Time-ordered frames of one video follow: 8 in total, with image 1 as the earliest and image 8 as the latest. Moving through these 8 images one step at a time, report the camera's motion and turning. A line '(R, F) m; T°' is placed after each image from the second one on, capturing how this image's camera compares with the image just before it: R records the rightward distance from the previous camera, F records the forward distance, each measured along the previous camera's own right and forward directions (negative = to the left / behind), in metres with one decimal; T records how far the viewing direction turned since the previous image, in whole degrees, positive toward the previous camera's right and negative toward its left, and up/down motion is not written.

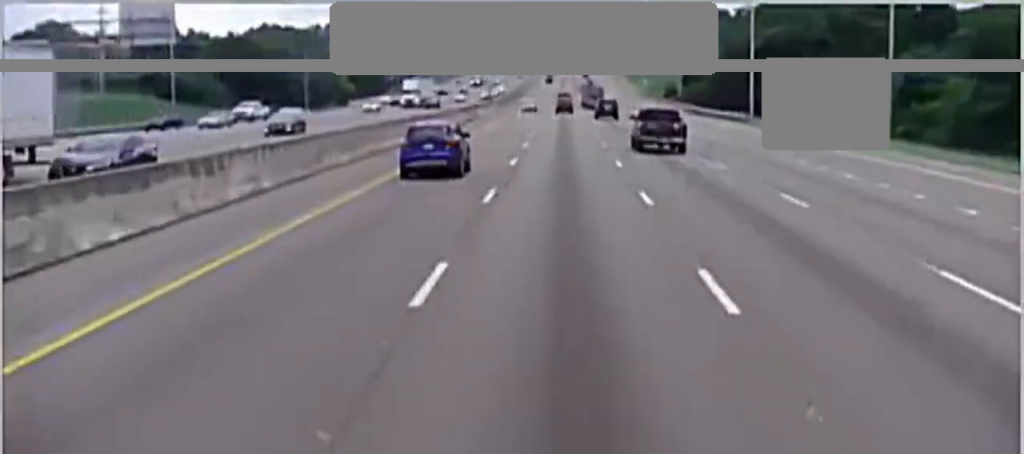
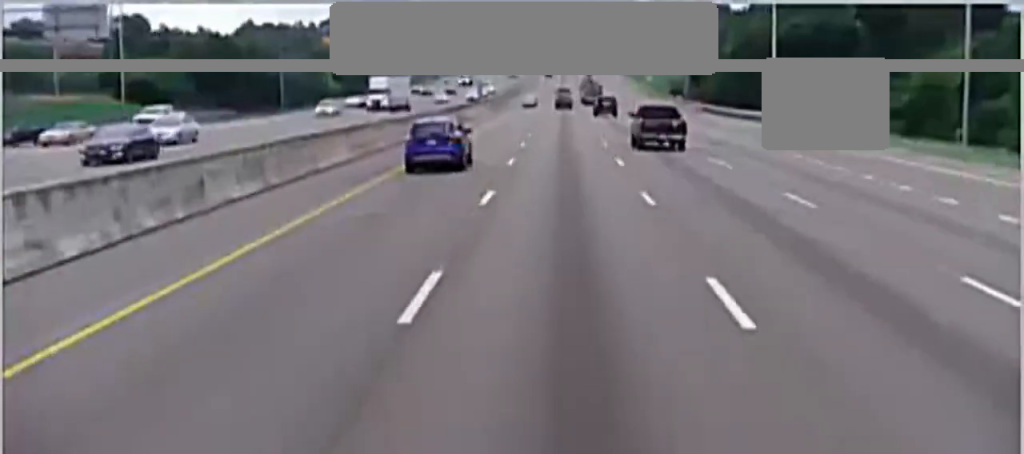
(0.0, +13.2) m; 0°
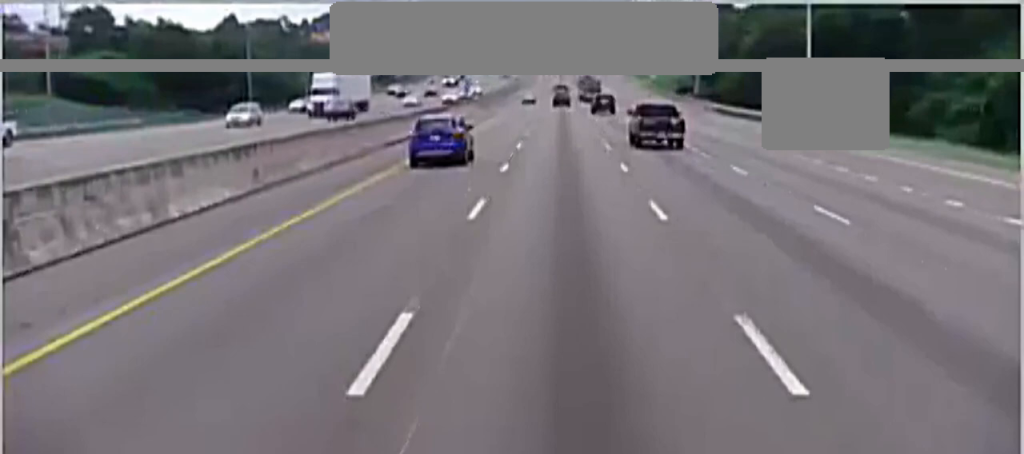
(-0.1, +15.1) m; 0°
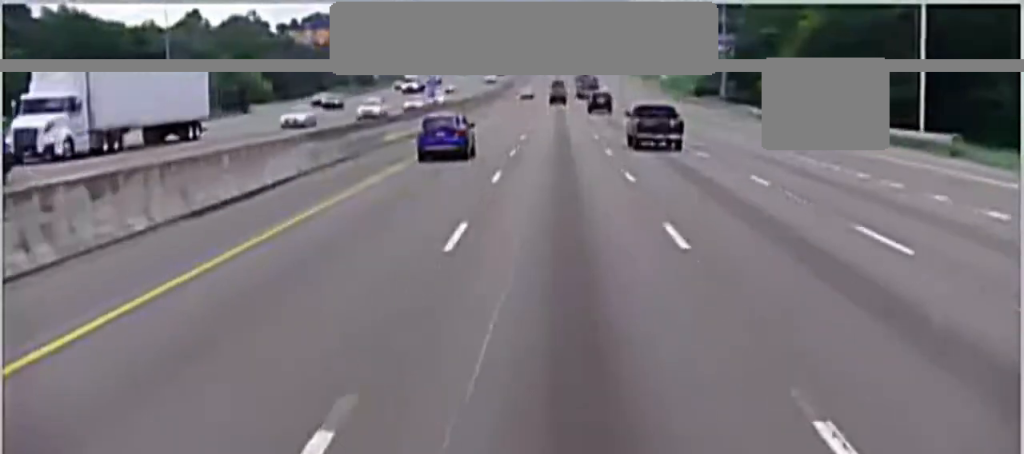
(0.0, +28.3) m; 0°
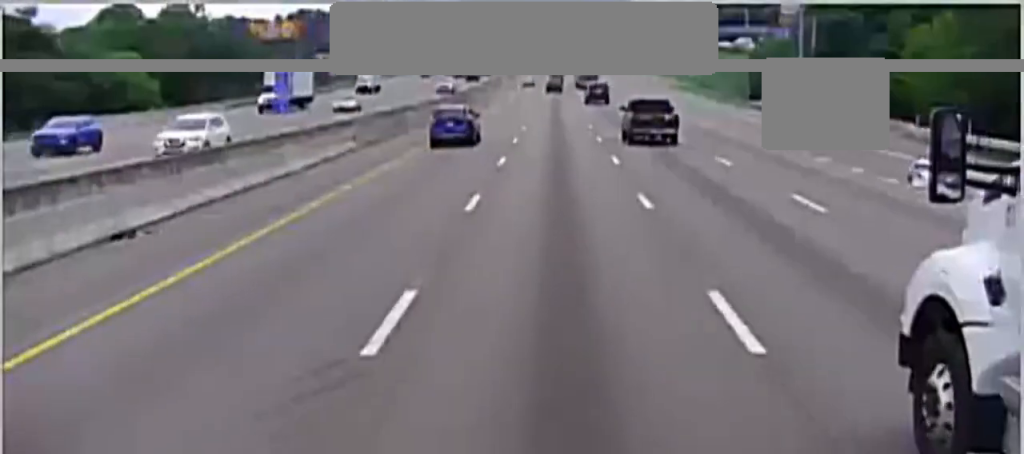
(+0.1, +43.4) m; 0°
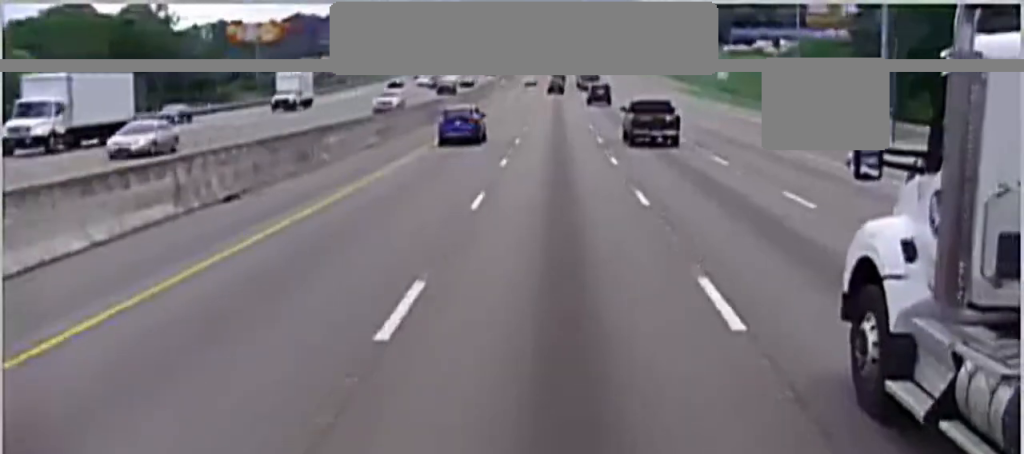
(-0.1, +23.2) m; 0°
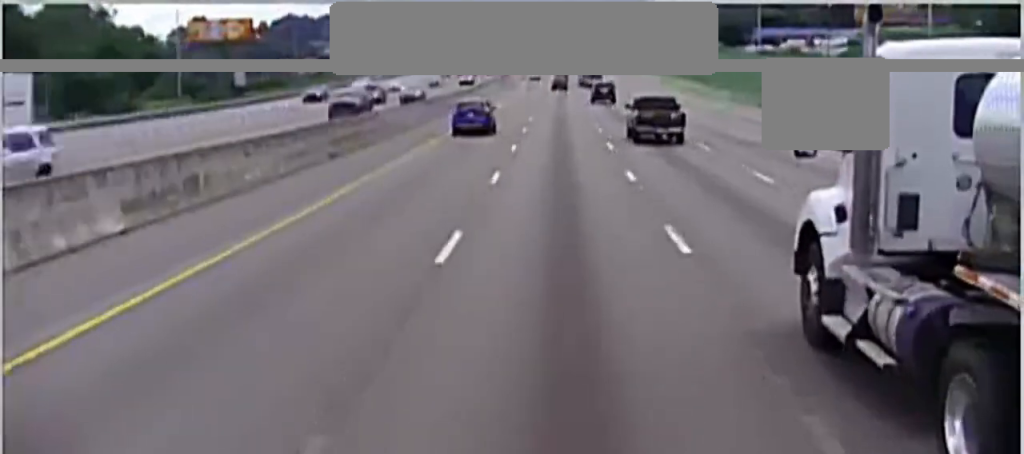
(+0.1, +31.2) m; 0°
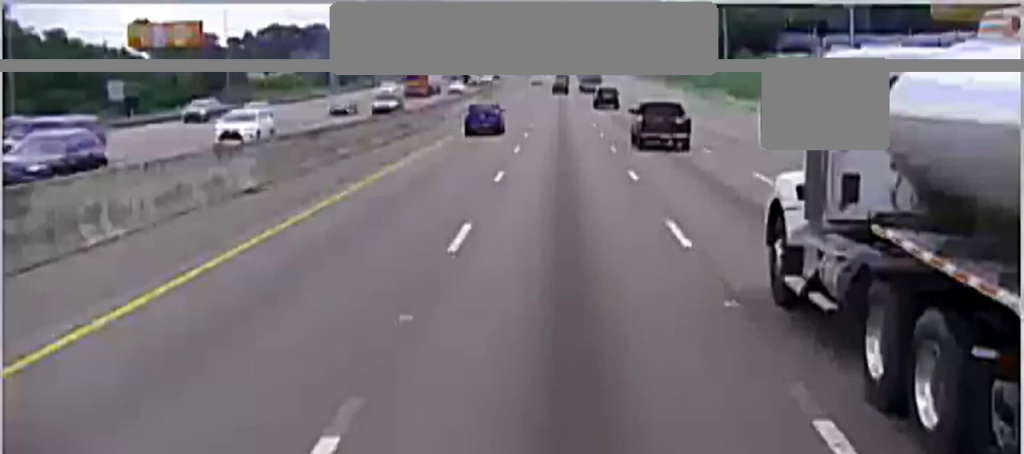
(-0.2, +35.3) m; 0°
